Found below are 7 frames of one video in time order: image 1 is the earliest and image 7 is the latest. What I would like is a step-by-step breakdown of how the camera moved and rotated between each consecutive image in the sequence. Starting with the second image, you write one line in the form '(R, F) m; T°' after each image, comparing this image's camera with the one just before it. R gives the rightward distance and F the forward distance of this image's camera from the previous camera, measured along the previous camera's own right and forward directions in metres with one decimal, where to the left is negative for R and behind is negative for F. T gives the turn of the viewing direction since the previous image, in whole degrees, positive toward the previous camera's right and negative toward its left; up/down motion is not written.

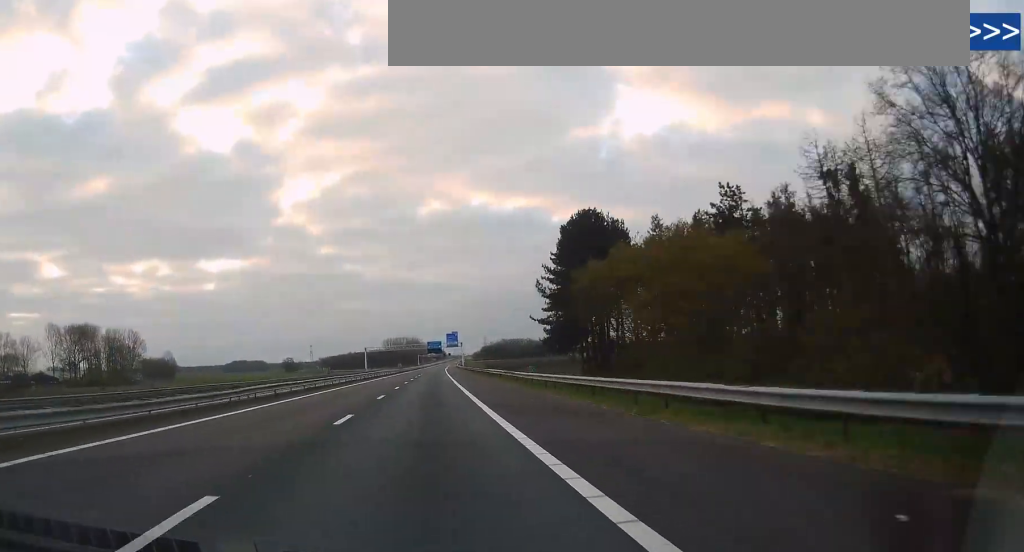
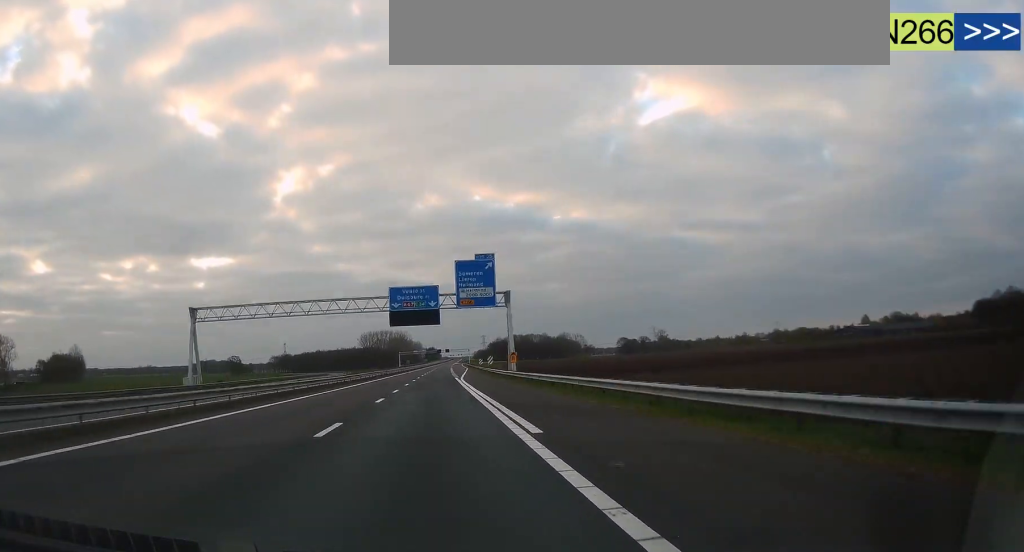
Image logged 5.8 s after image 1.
(+1.8, +169.5) m; +1°
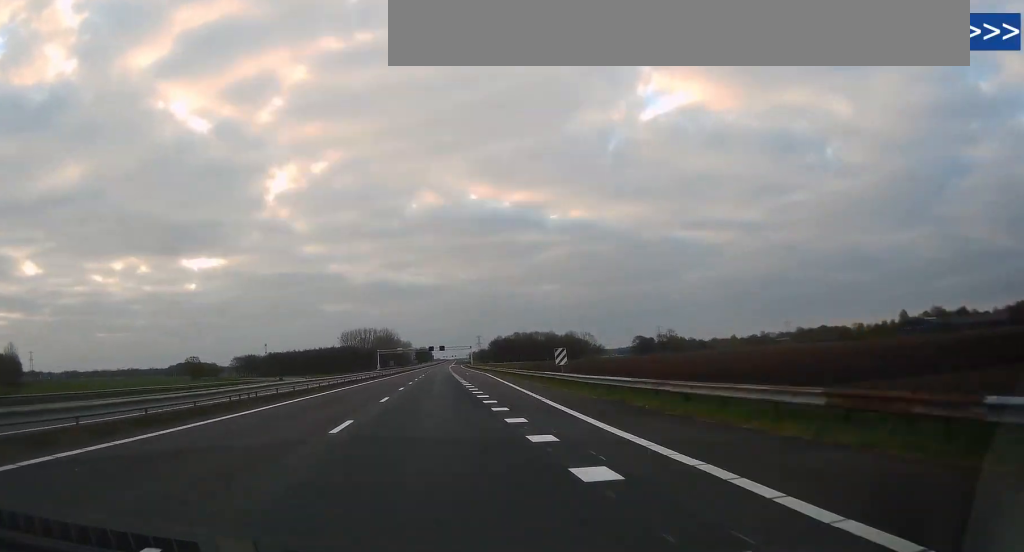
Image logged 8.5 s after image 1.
(-0.1, +79.2) m; 0°
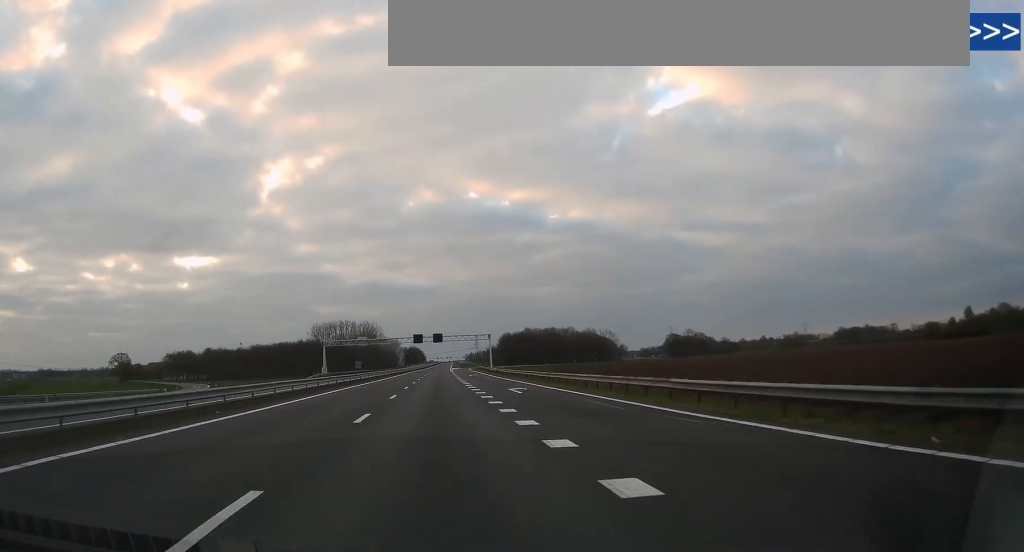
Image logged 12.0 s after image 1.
(+0.4, +100.7) m; +1°
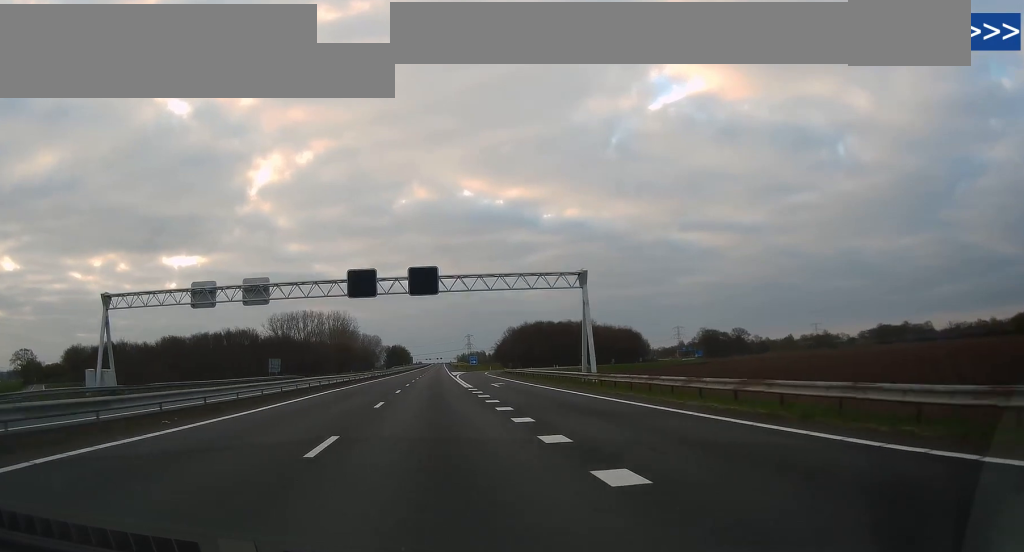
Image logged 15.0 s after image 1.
(+0.9, +85.1) m; +1°
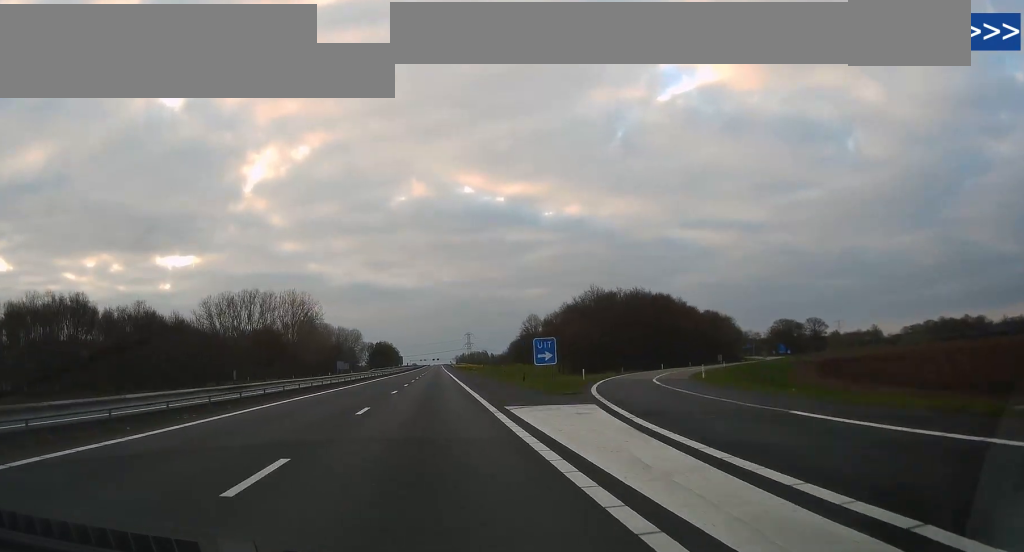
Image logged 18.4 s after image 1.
(+0.7, +91.4) m; 0°
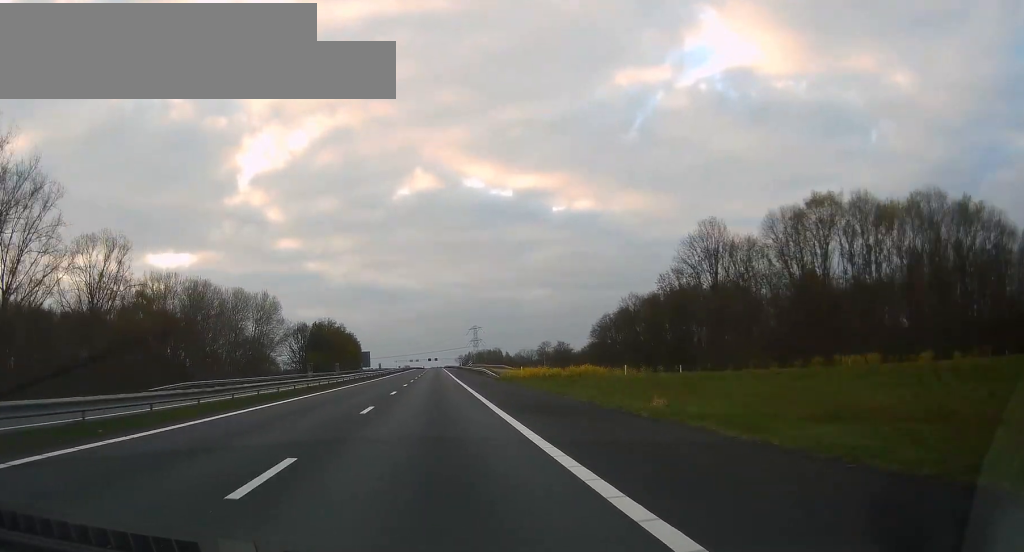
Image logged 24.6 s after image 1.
(+0.2, +158.0) m; 0°
